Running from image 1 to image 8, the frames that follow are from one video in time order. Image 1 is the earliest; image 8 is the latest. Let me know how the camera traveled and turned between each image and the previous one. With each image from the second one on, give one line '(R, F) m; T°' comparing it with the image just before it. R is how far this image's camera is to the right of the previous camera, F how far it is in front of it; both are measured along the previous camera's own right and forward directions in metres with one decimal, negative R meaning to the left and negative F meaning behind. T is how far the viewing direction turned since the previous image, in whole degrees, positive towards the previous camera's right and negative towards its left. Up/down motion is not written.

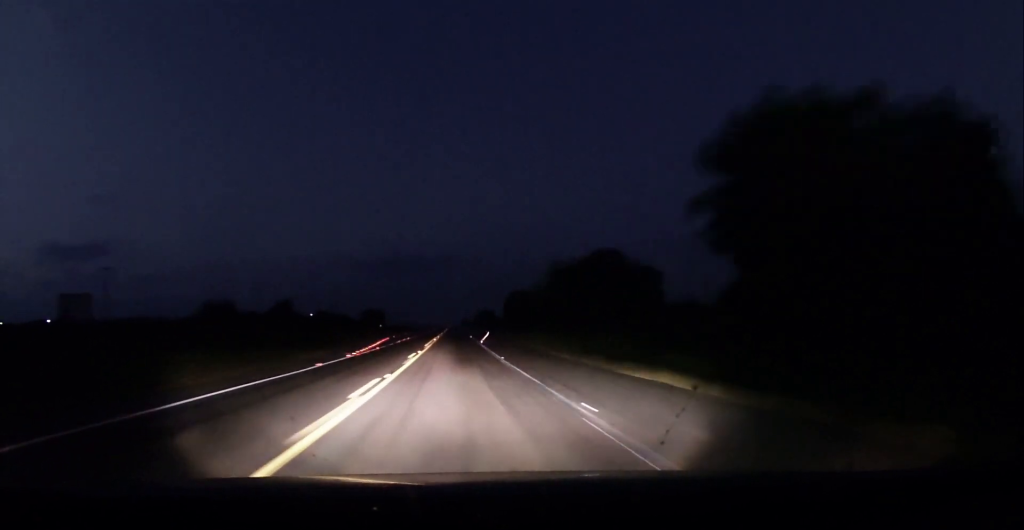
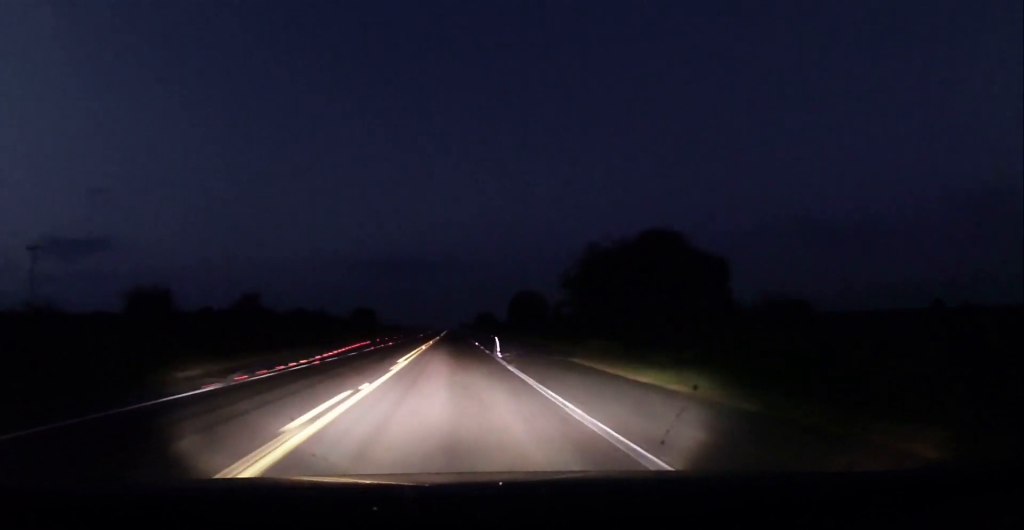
(-0.1, +20.2) m; 0°
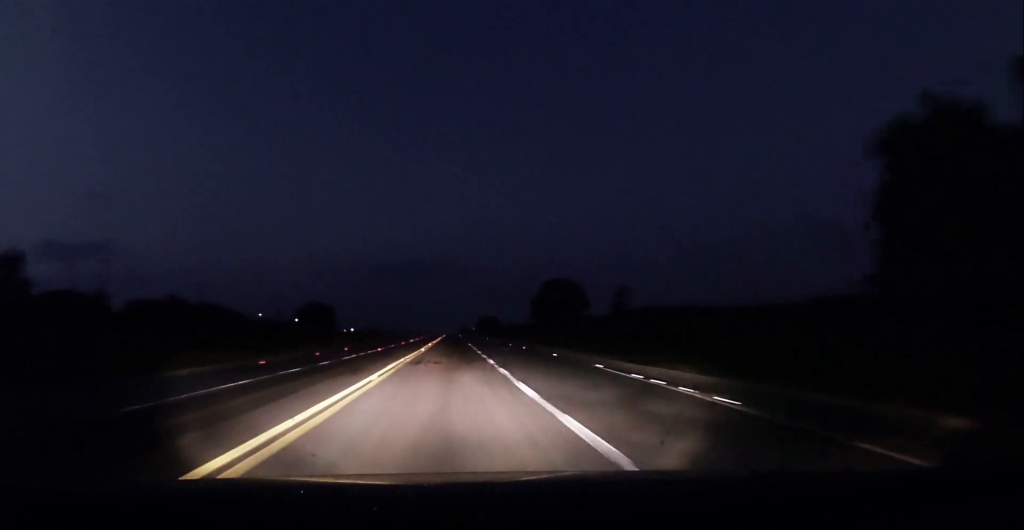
(+0.3, +60.9) m; 0°
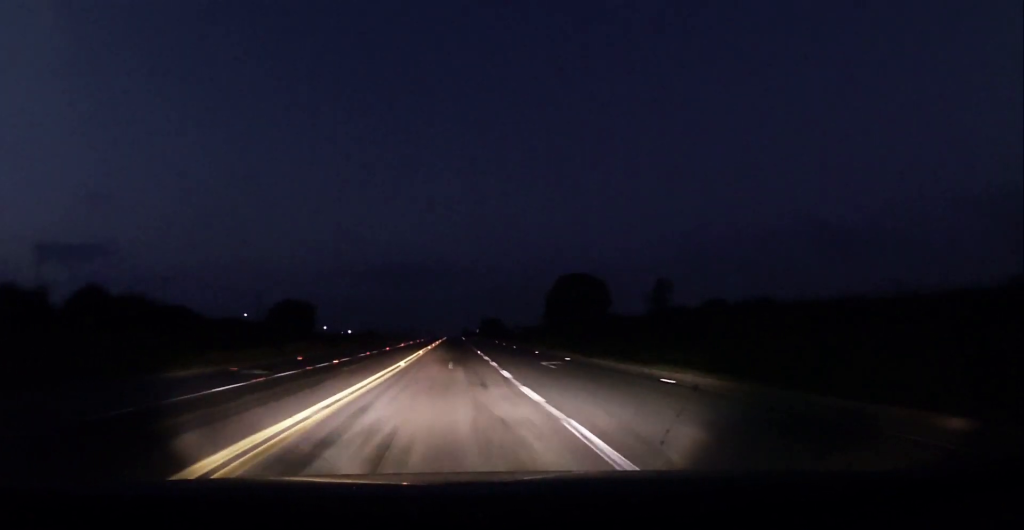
(0.0, +18.6) m; 0°
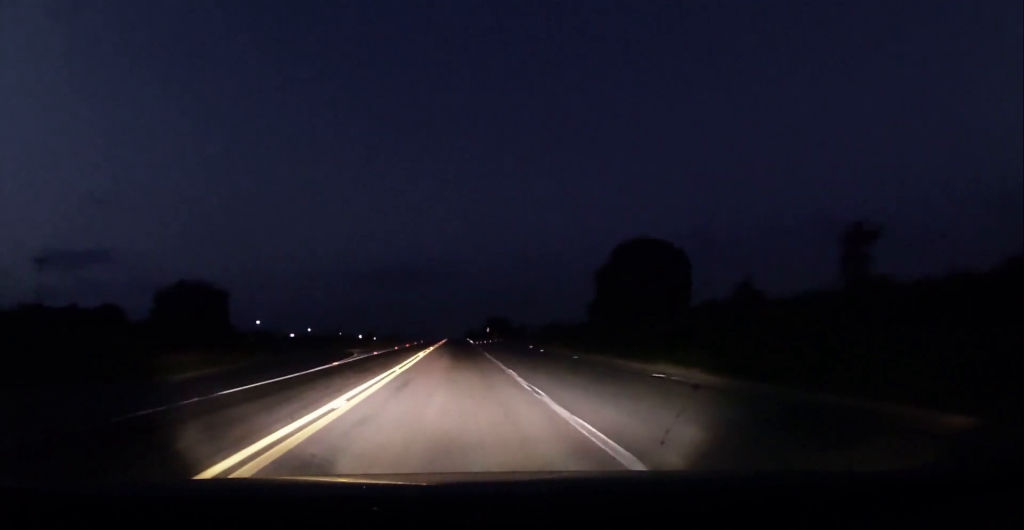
(0.0, +41.5) m; 0°
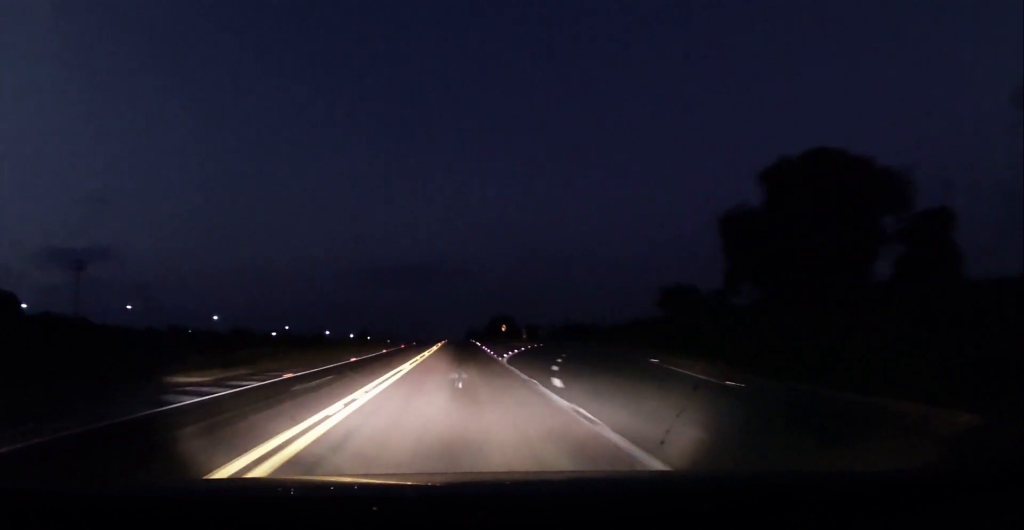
(-0.3, +39.8) m; 0°
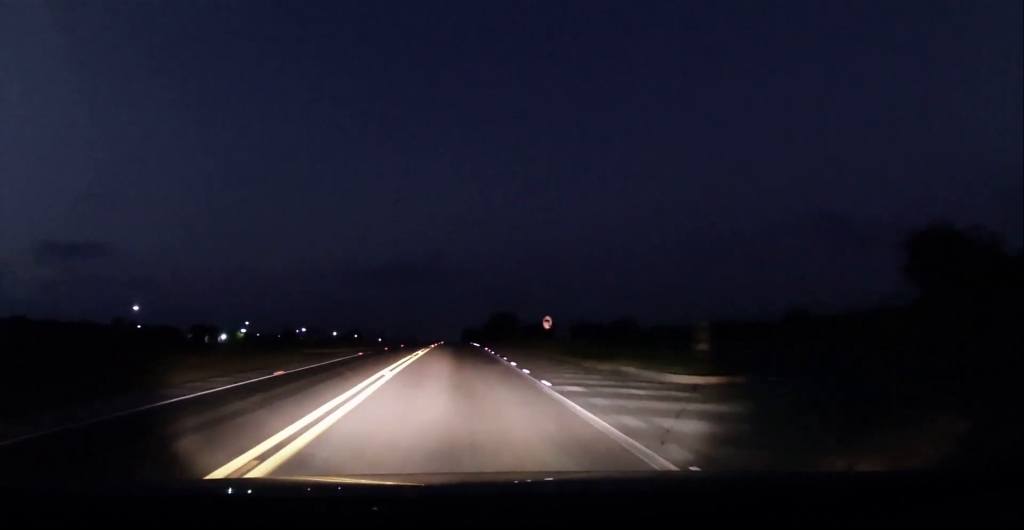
(0.0, +44.8) m; +1°
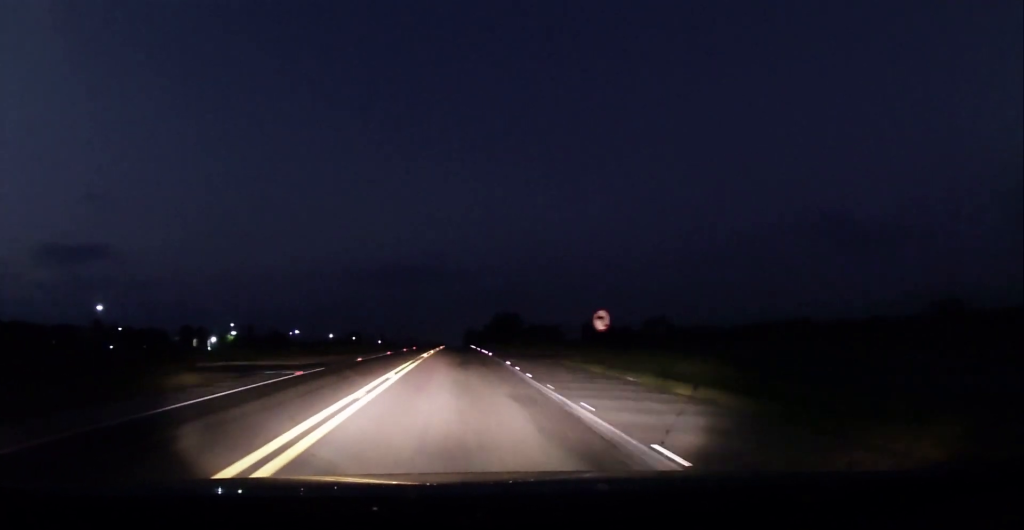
(-0.1, +15.9) m; 0°
